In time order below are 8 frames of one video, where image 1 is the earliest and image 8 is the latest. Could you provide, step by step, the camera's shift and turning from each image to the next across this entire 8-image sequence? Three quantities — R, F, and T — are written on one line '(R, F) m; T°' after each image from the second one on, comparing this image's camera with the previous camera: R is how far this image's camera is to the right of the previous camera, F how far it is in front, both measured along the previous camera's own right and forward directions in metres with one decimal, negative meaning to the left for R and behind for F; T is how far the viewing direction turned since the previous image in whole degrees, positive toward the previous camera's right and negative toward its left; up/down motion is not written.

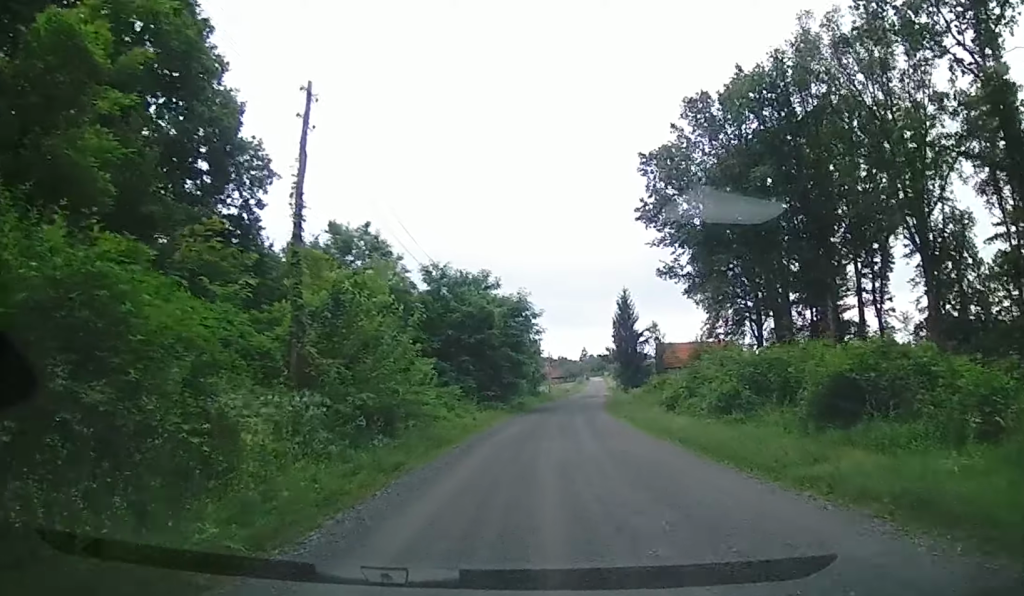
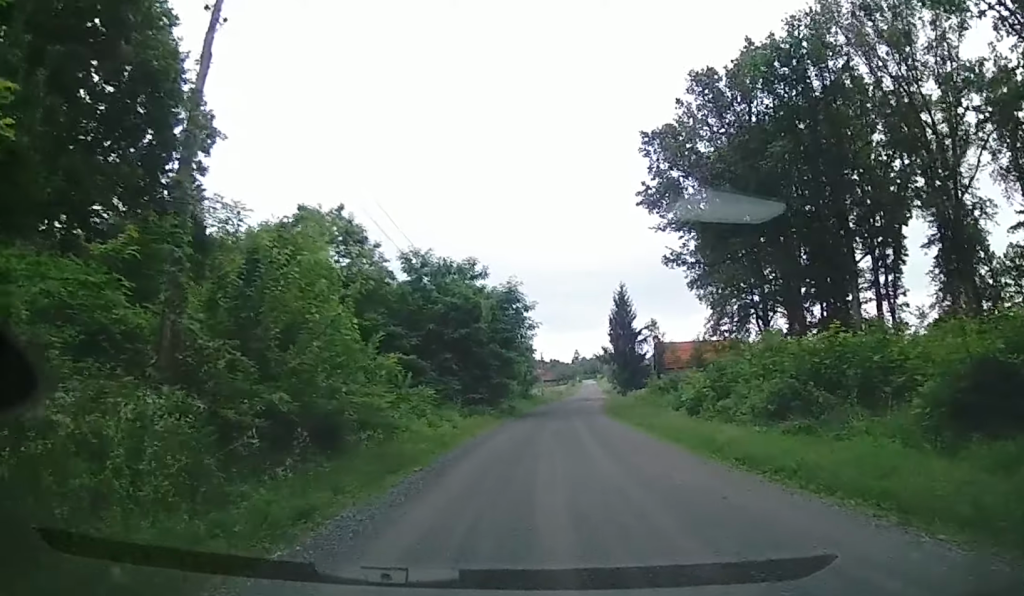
(-0.2, +5.5) m; -1°
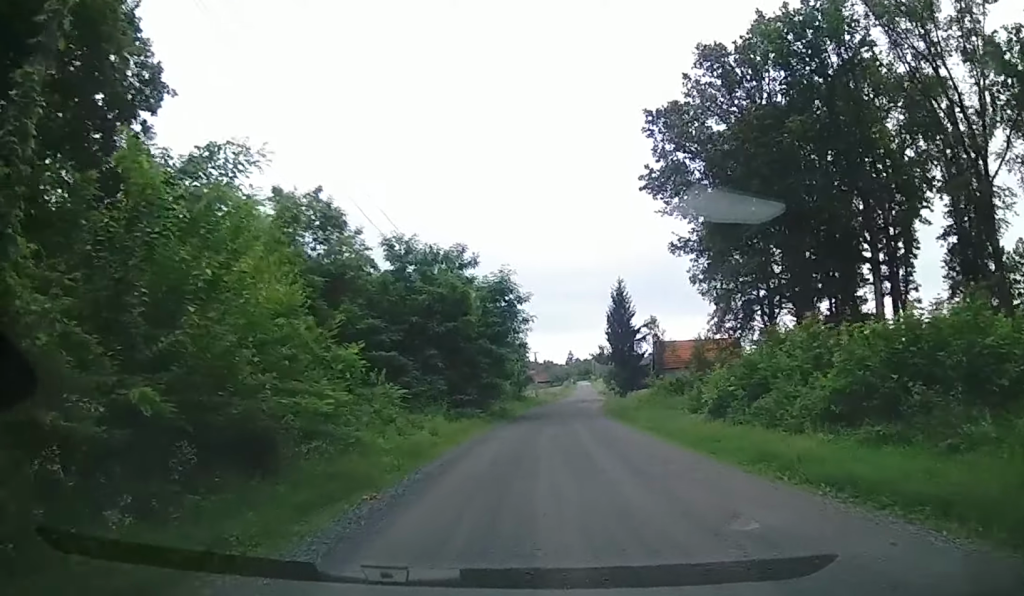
(+0.1, +3.9) m; +1°
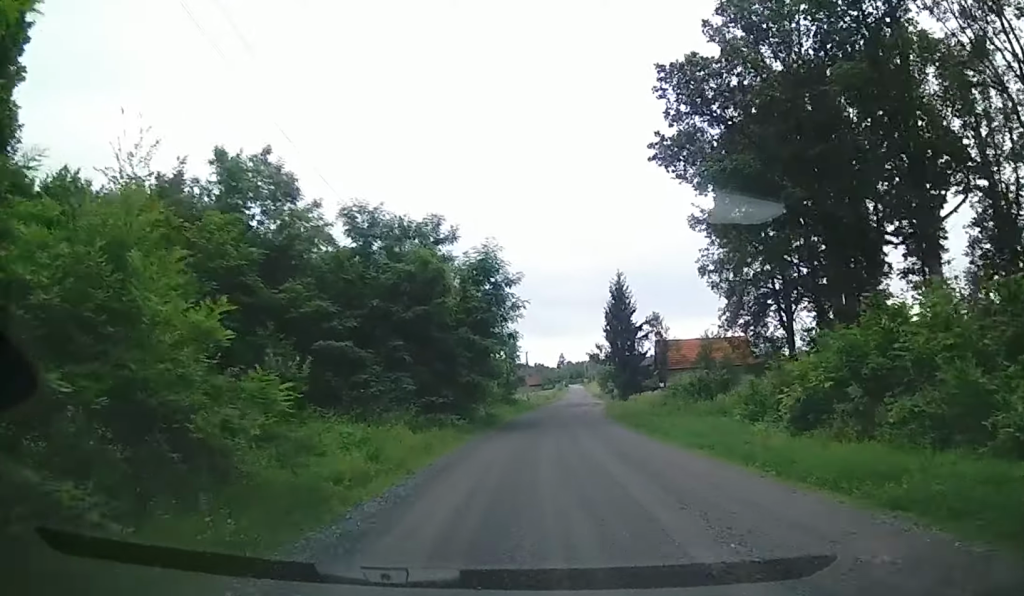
(+0.1, +7.3) m; +3°
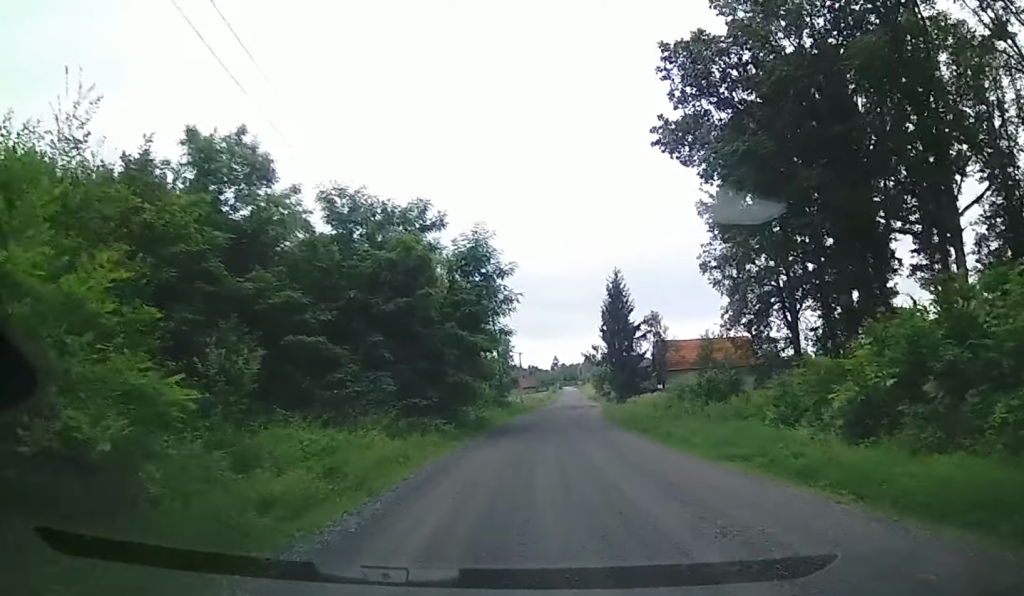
(0.0, +2.7) m; +1°
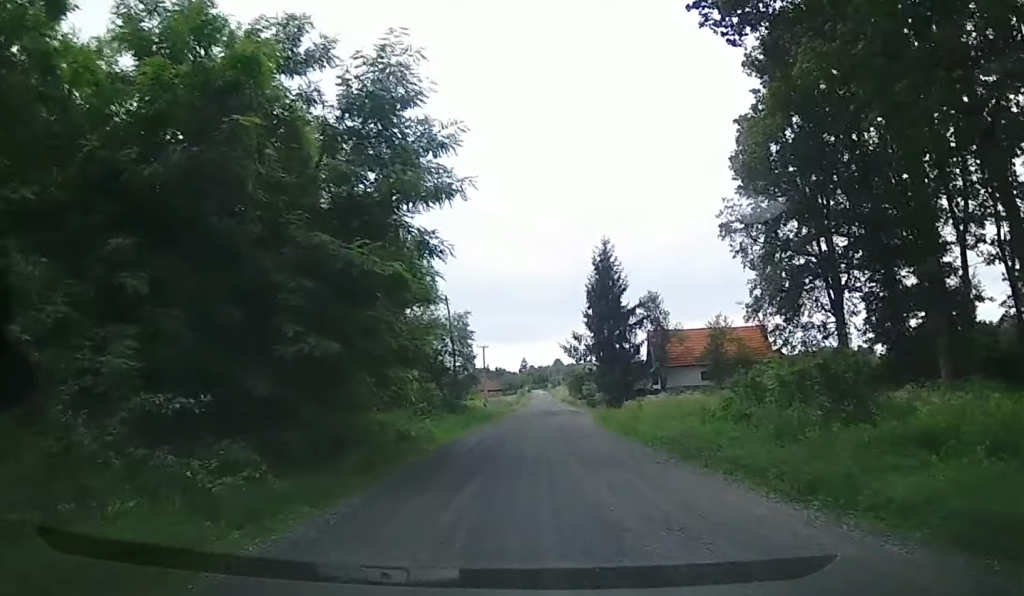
(+0.6, +14.1) m; +3°
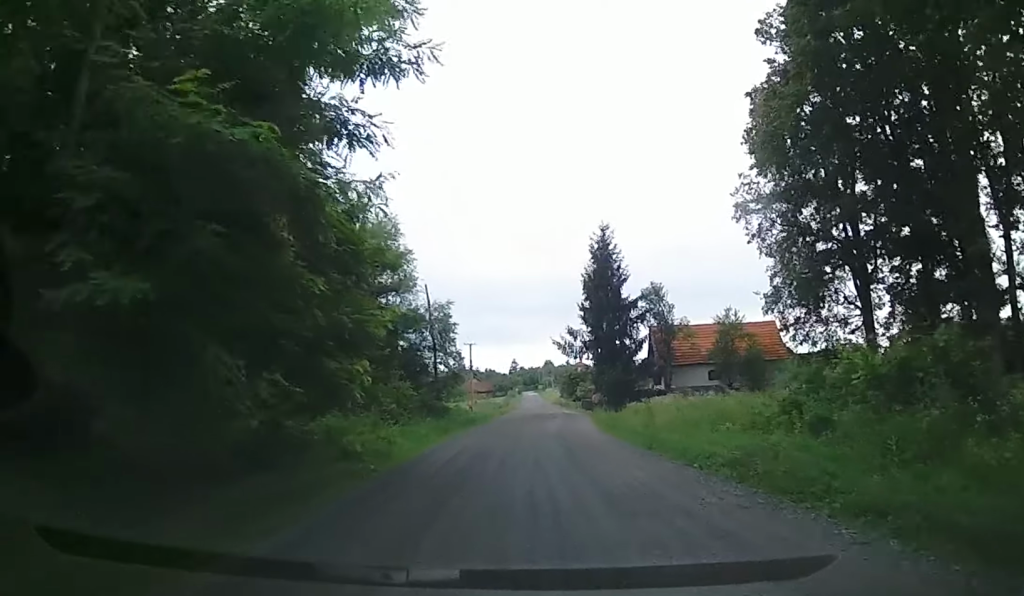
(0.0, +5.4) m; 0°
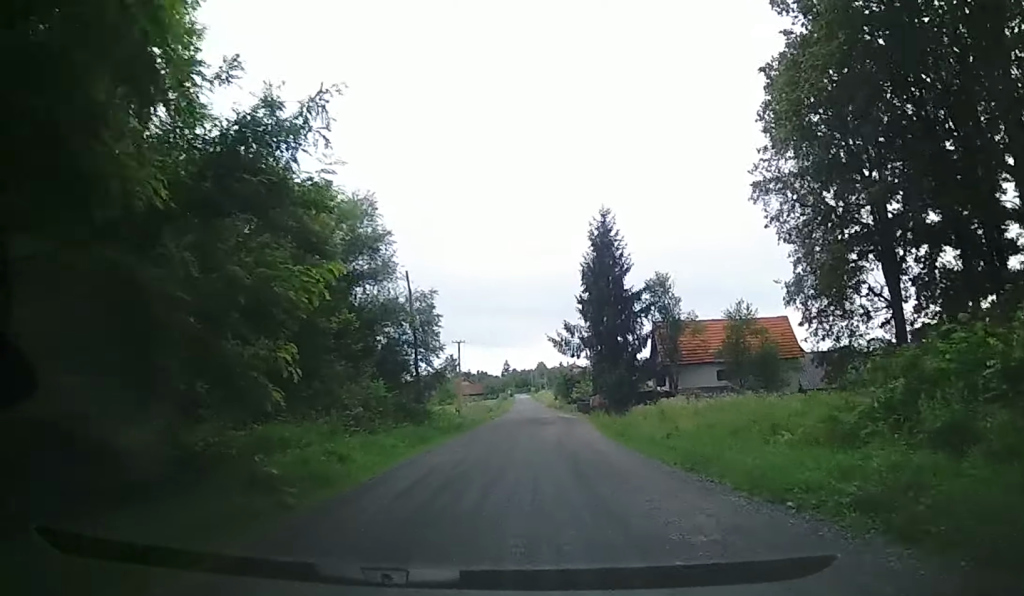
(0.0, +4.6) m; 0°
